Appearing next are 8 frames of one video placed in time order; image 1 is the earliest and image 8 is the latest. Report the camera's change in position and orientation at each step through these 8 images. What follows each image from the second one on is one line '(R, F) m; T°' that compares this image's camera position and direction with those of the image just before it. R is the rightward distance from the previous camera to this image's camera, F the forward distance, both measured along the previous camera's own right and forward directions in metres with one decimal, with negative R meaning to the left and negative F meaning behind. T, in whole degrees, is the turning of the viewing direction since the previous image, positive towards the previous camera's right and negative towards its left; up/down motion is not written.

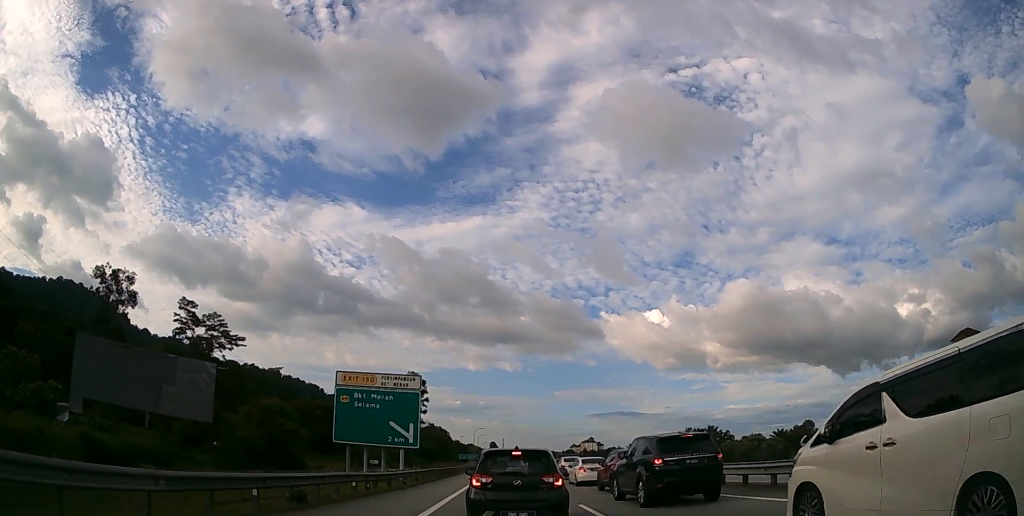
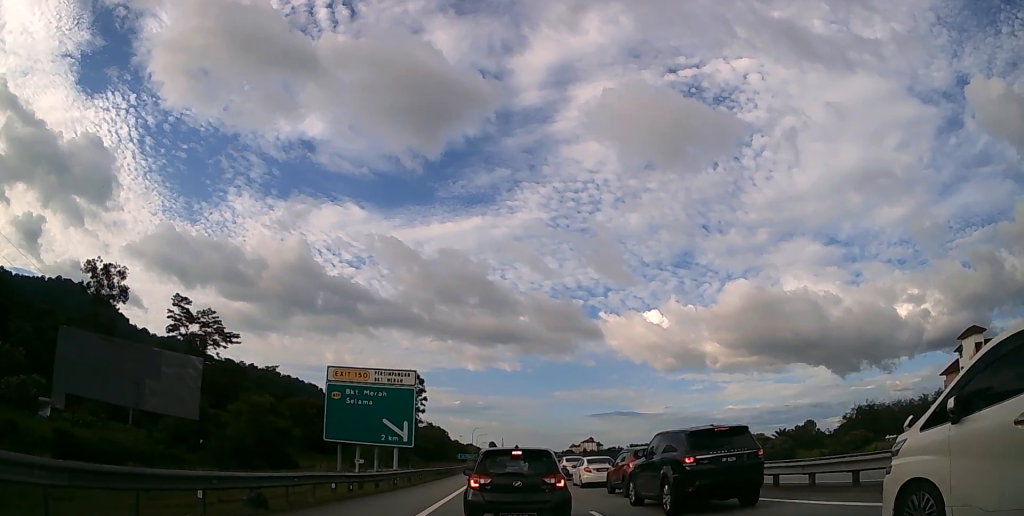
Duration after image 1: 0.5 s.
(0.0, +2.4) m; 0°
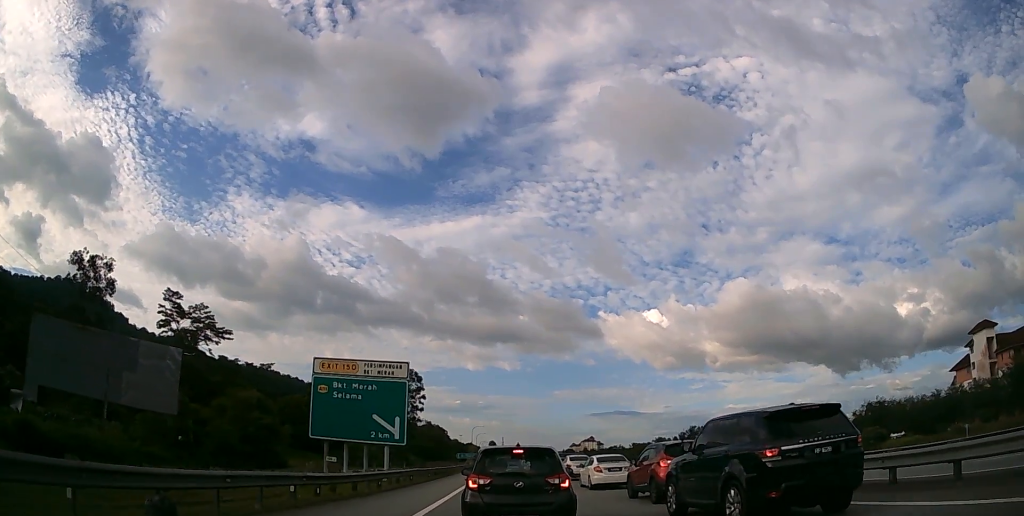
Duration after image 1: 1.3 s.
(0.0, +3.9) m; 0°
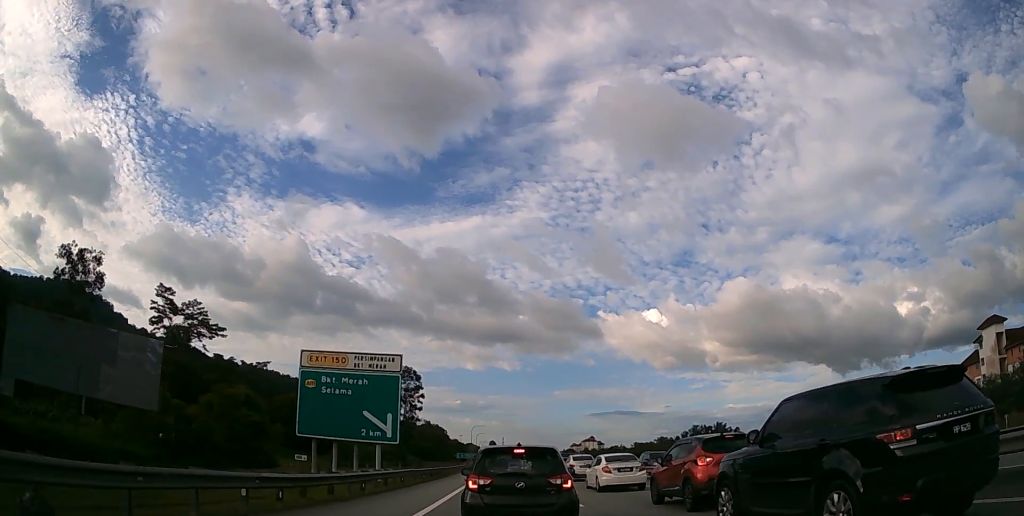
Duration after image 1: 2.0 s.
(0.0, +3.2) m; 0°
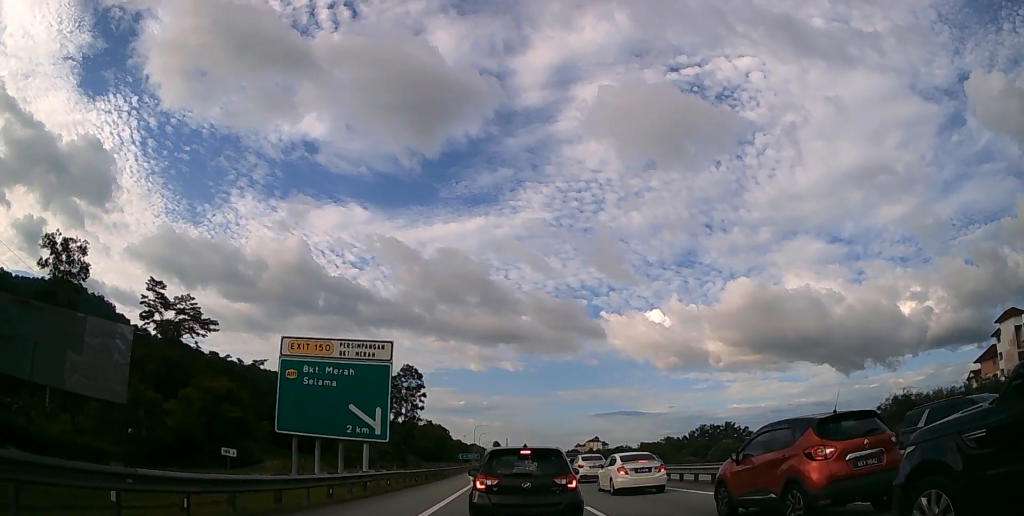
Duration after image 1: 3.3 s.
(0.0, +5.4) m; 0°
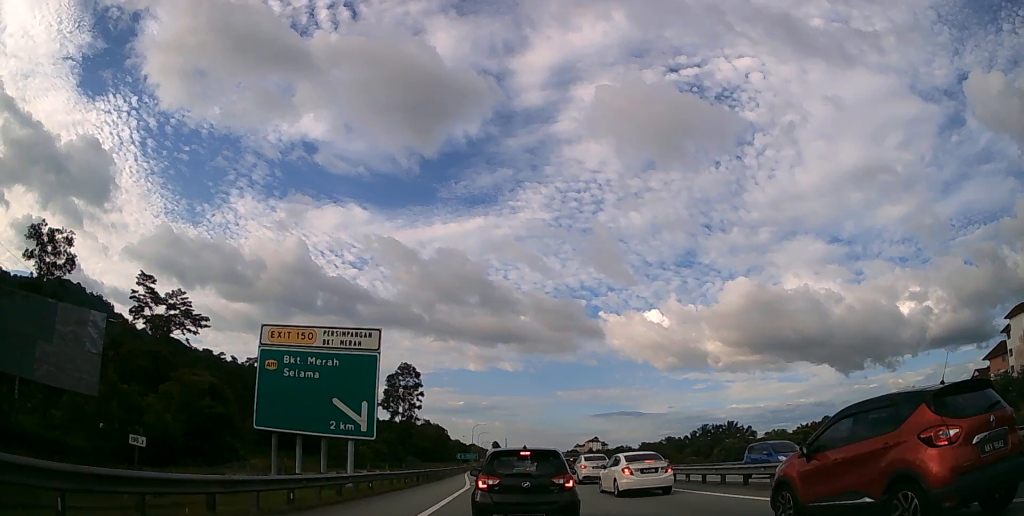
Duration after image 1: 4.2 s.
(0.0, +3.6) m; 0°
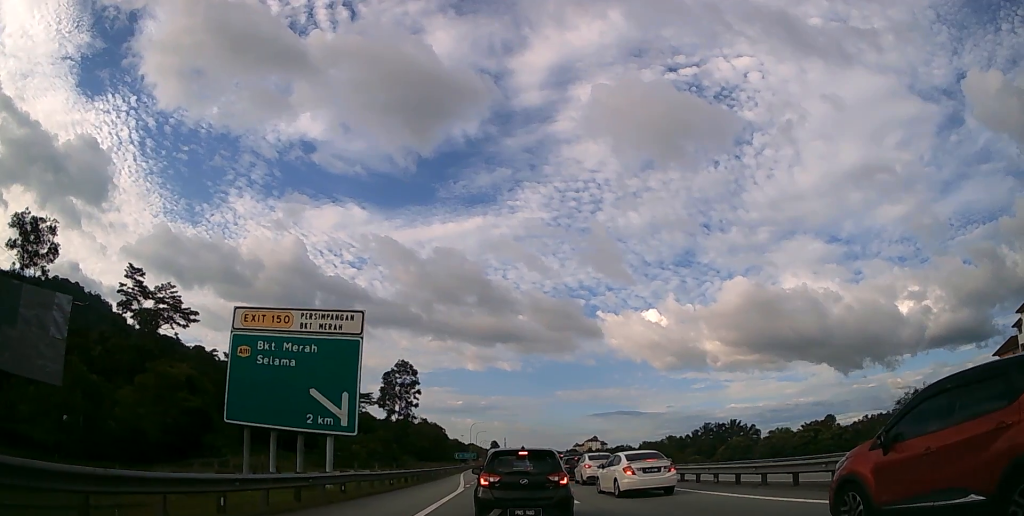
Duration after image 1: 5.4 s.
(0.0, +3.7) m; 0°
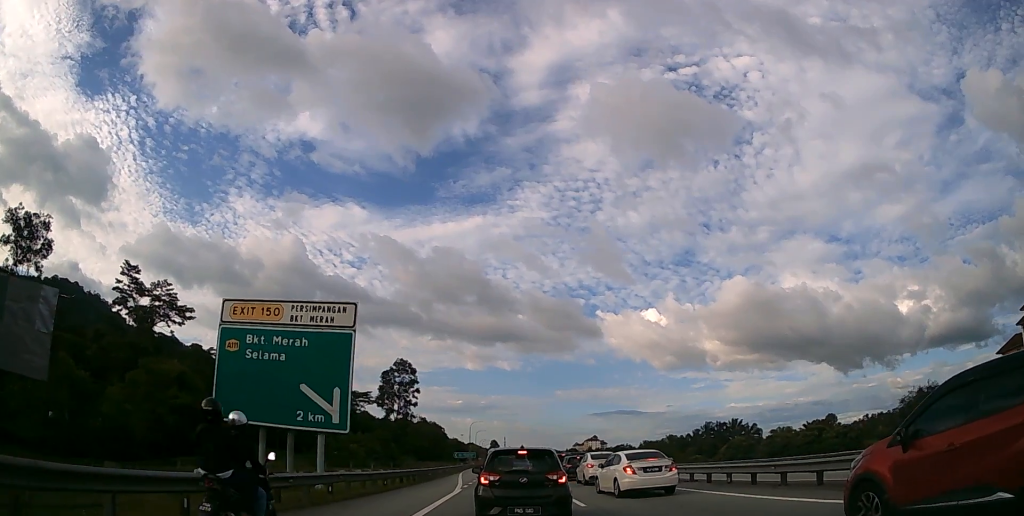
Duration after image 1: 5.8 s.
(0.0, +1.3) m; -1°
